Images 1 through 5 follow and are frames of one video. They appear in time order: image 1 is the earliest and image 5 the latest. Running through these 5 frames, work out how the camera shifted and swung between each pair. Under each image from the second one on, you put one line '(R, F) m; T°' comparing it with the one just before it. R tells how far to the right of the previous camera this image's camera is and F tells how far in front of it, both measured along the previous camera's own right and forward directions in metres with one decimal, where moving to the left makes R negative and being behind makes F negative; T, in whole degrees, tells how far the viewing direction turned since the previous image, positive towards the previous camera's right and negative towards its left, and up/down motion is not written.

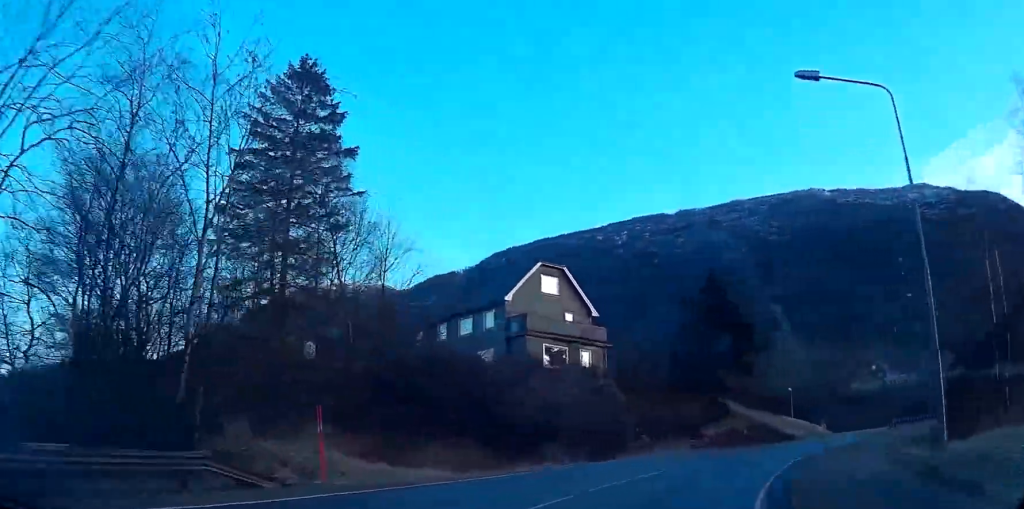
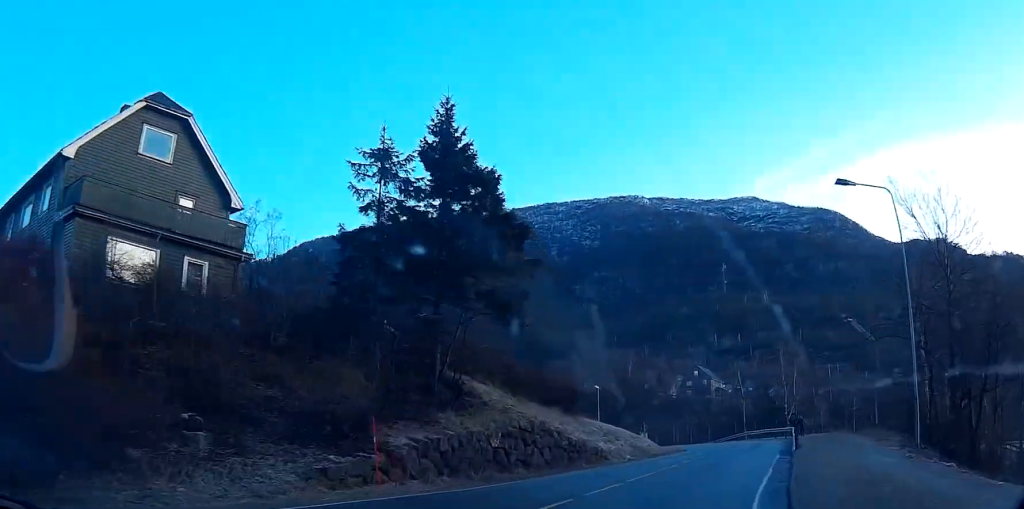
(+3.1, +27.8) m; +11°
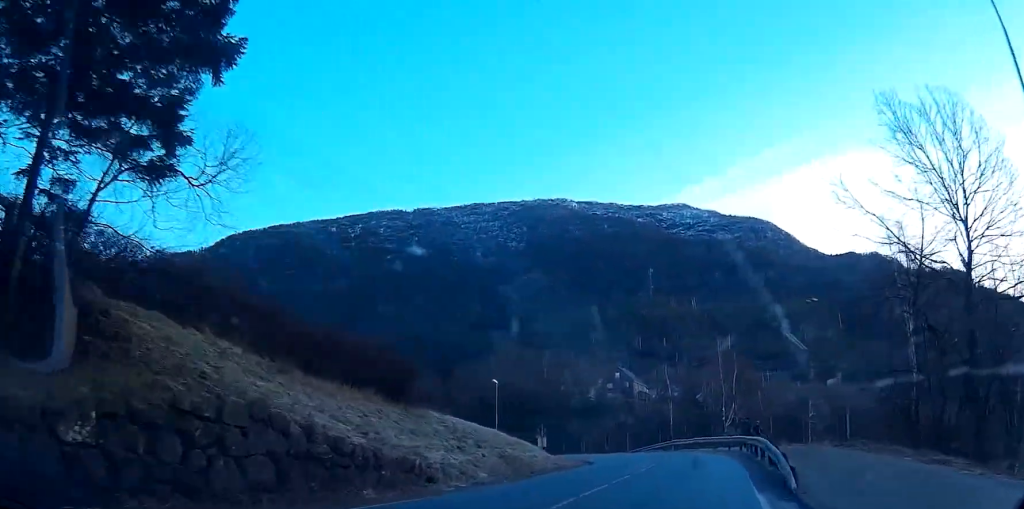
(+0.3, +15.7) m; +2°
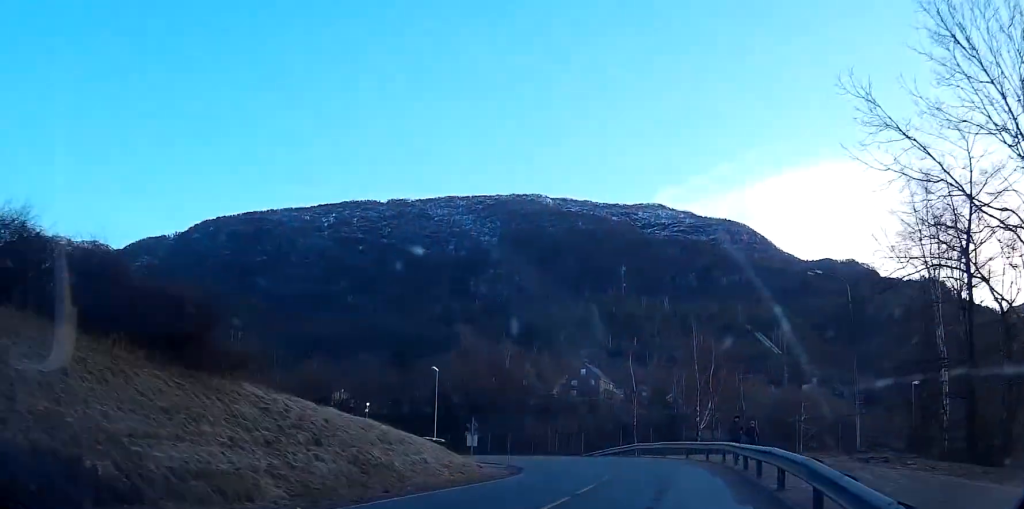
(+0.1, +11.1) m; +1°
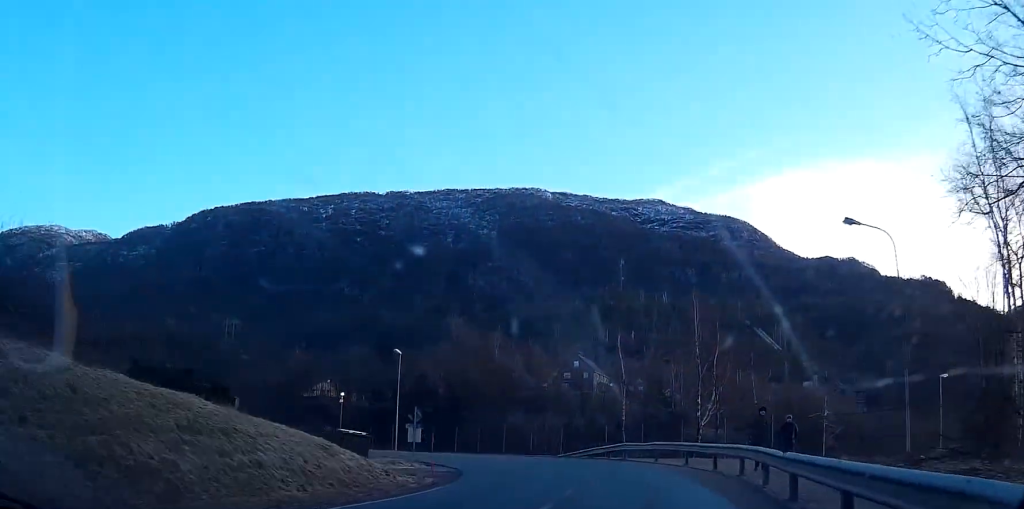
(+0.1, +9.6) m; +1°
